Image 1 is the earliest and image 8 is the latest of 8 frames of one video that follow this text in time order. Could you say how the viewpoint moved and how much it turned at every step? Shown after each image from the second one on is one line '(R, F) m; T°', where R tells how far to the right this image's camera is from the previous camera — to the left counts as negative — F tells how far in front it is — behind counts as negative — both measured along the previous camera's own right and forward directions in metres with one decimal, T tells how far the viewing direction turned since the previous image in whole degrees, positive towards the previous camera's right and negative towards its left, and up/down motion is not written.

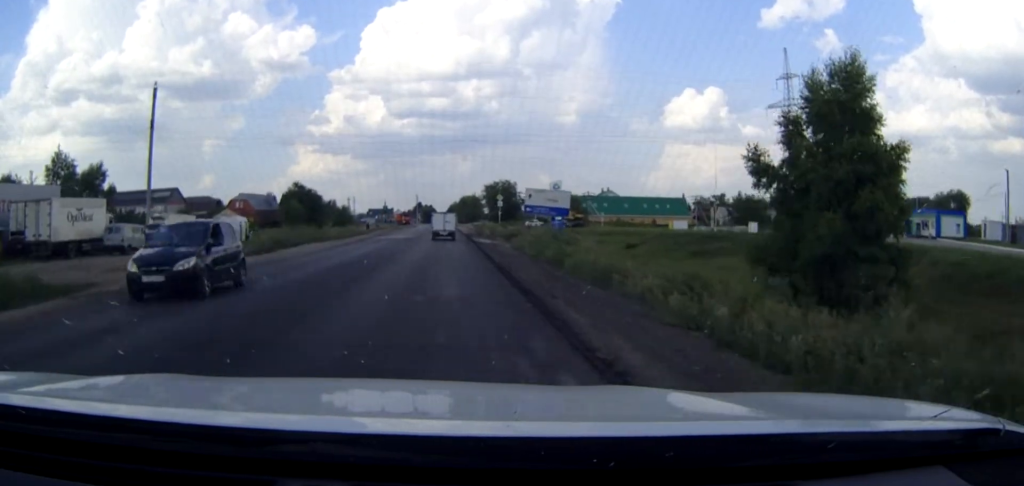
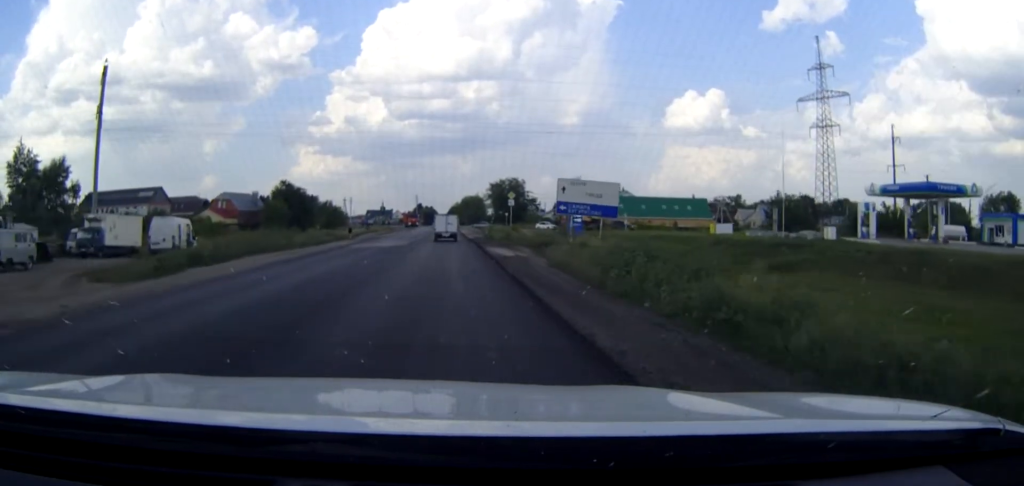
(0.0, +16.1) m; 0°
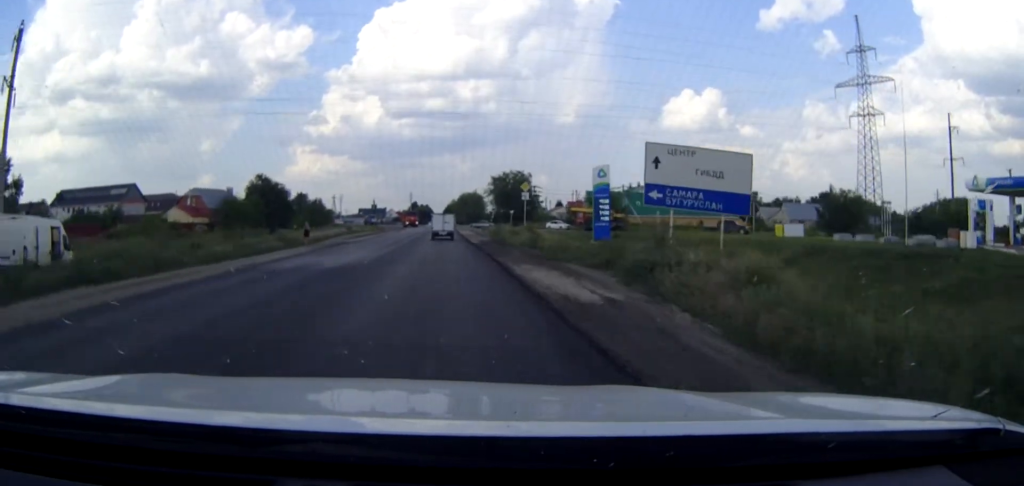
(0.0, +19.0) m; 0°
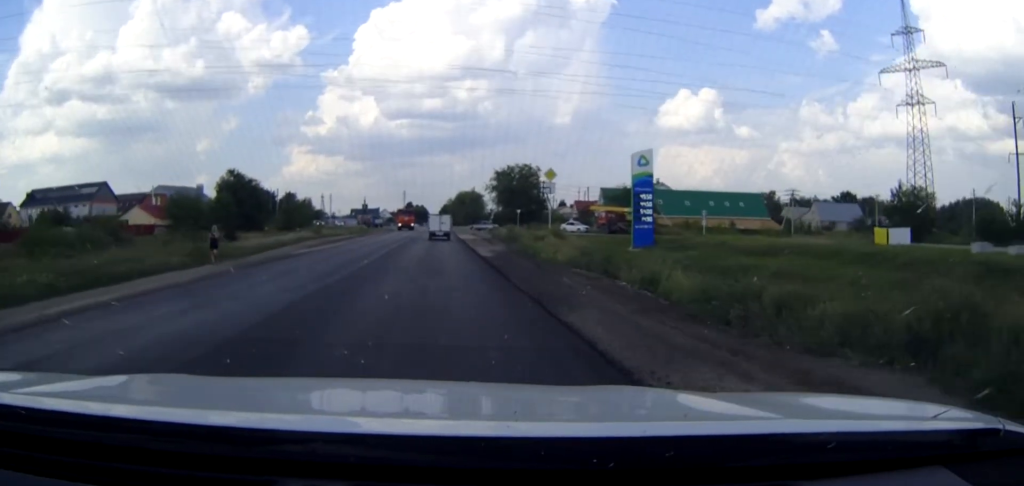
(0.0, +18.1) m; 0°
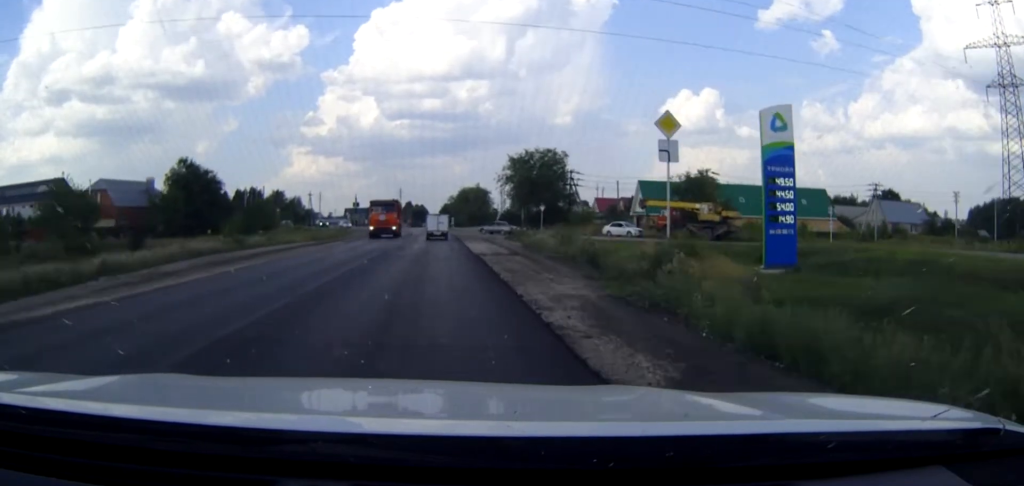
(0.0, +26.1) m; 0°
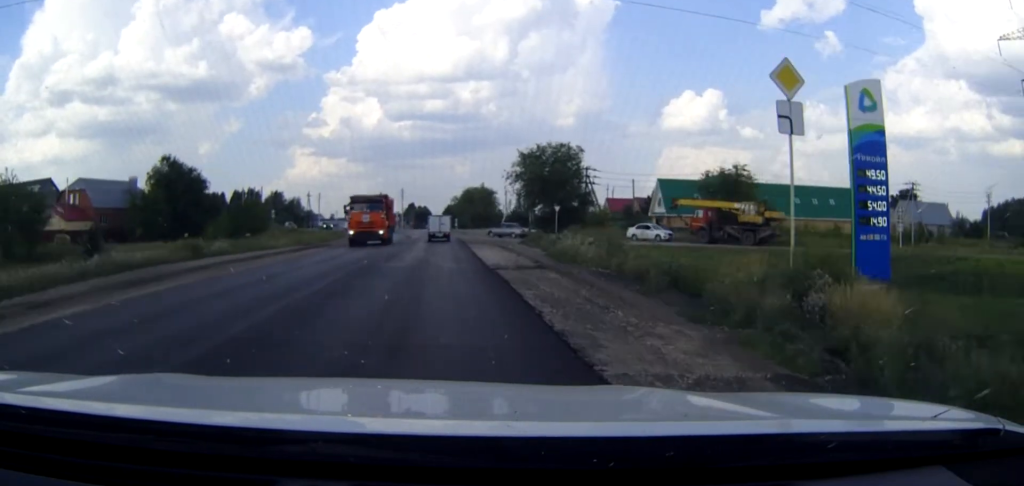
(0.0, +8.3) m; 0°
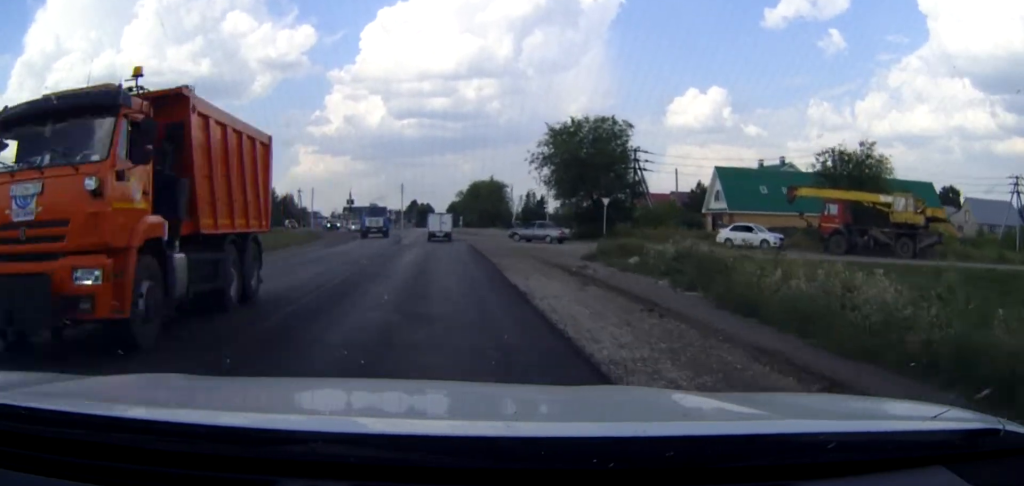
(0.0, +20.9) m; 0°
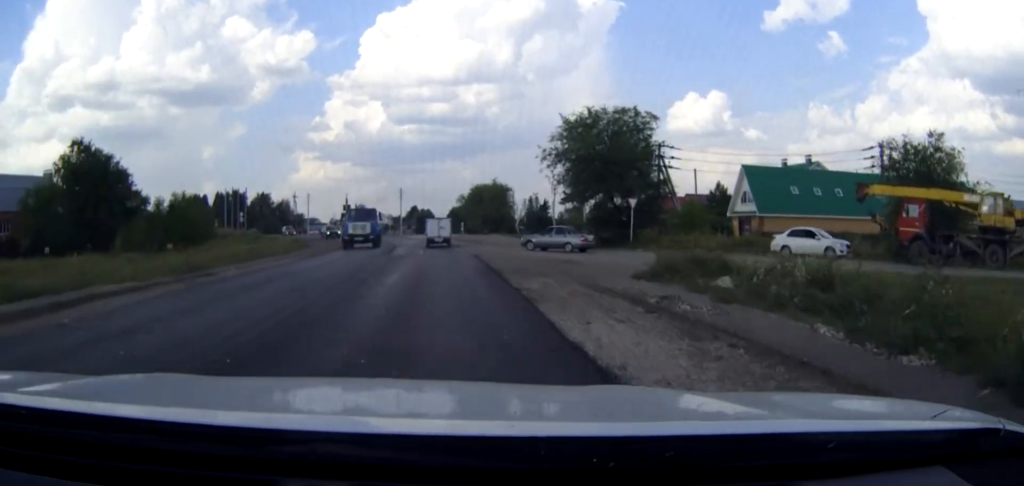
(0.0, +7.8) m; 0°
